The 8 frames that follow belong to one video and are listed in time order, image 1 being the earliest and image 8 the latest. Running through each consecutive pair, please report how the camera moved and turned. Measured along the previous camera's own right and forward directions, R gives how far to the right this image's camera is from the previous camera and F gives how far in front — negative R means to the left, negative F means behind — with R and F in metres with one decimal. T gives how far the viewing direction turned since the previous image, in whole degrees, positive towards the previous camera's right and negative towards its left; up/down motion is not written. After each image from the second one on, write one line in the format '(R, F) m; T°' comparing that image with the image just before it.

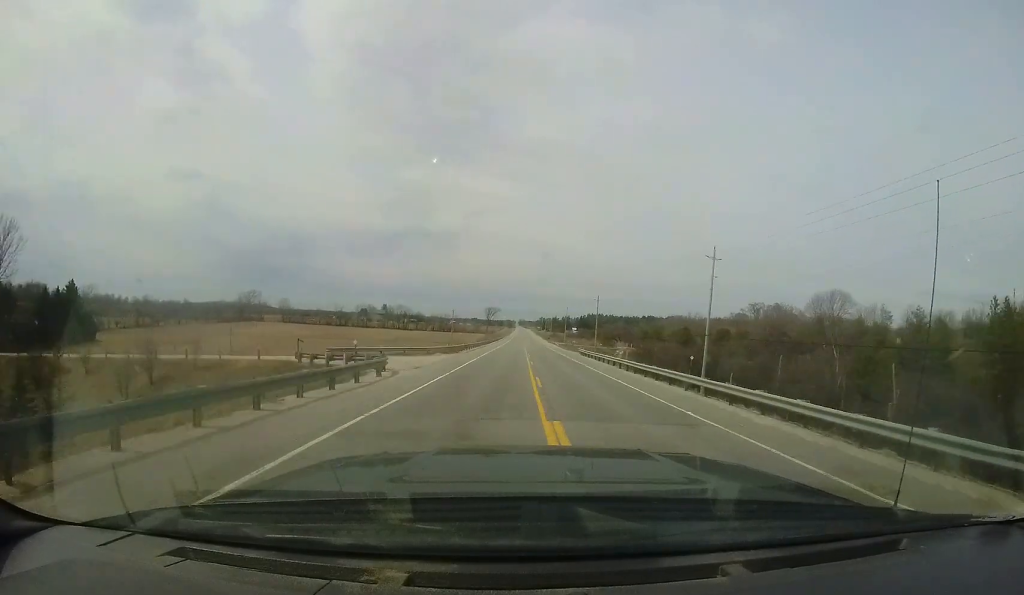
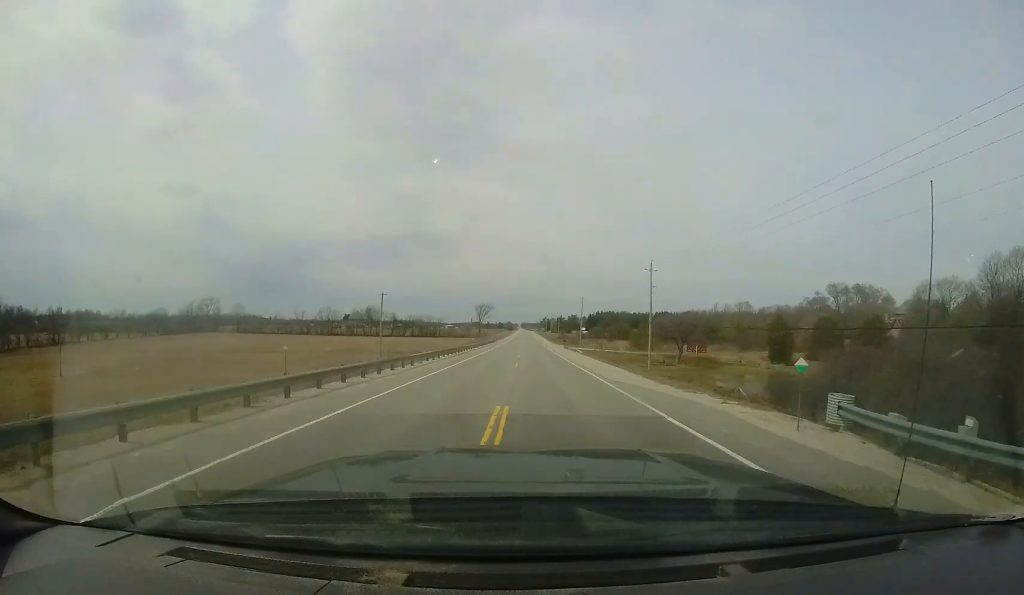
(+0.7, +44.9) m; 0°
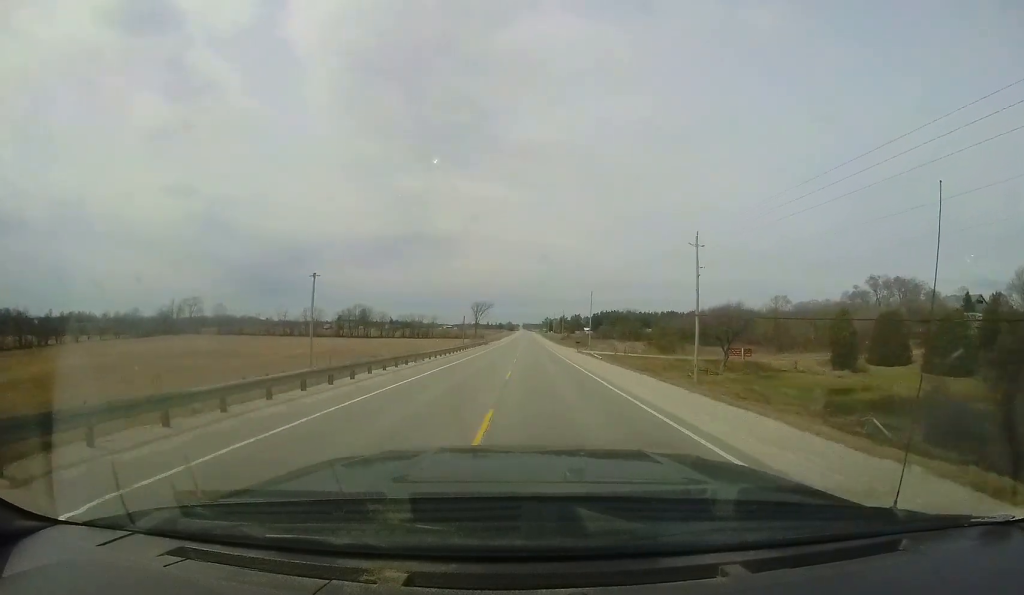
(0.0, +15.9) m; -1°
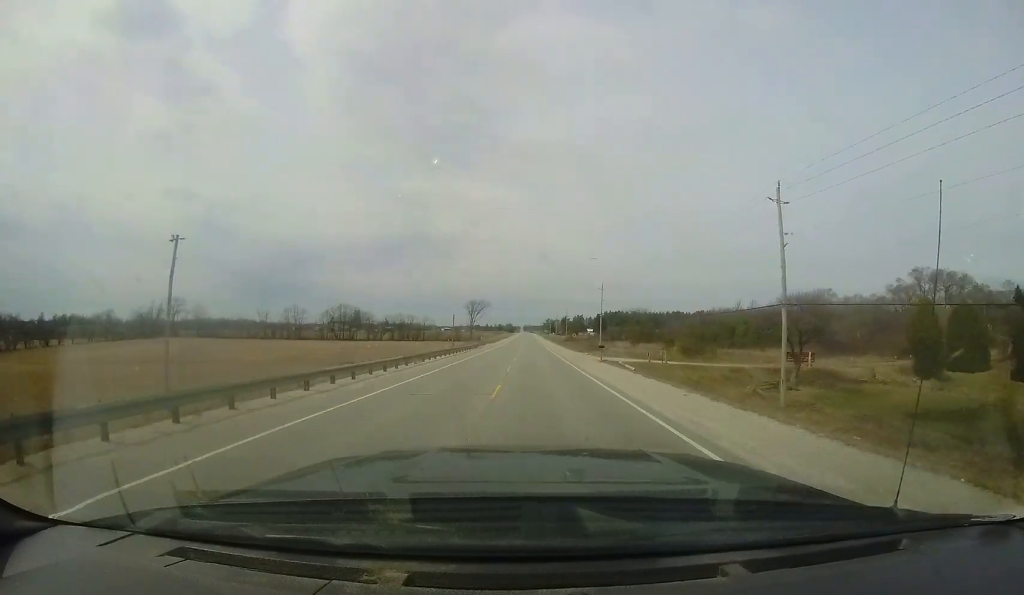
(-0.4, +14.8) m; -1°
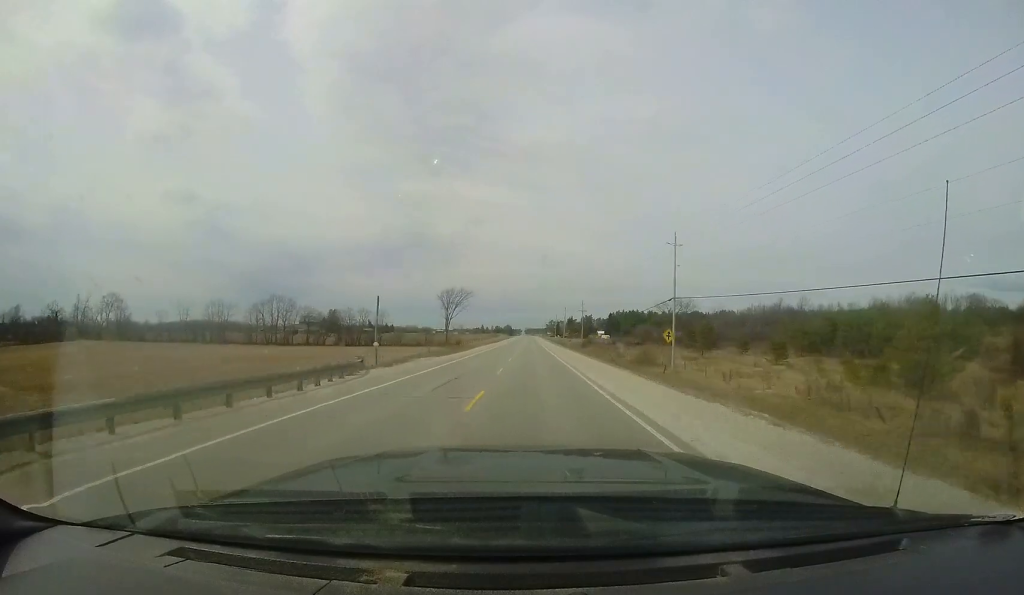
(-0.5, +44.9) m; -1°
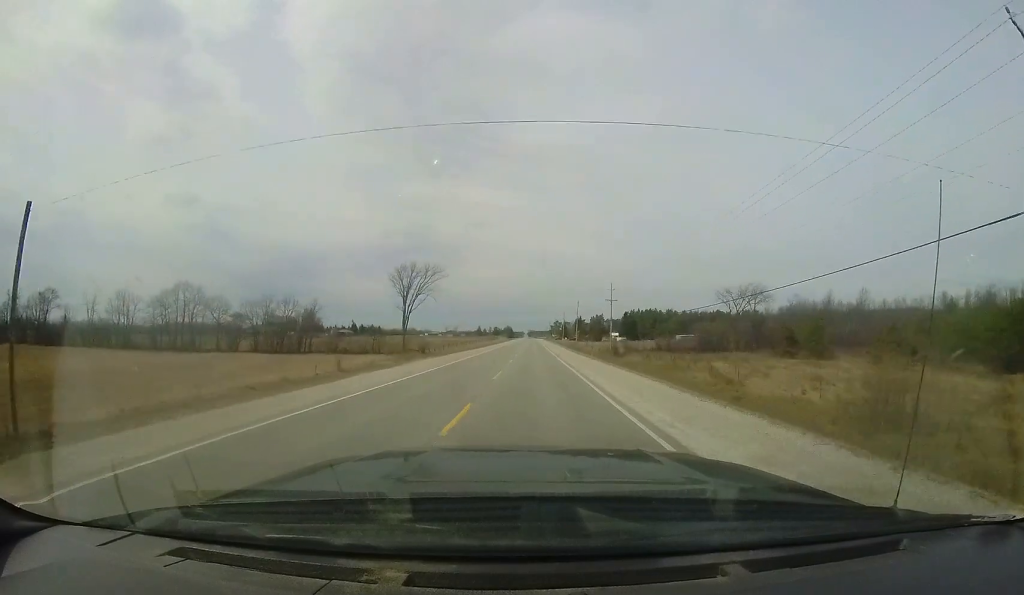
(-0.1, +36.9) m; 0°
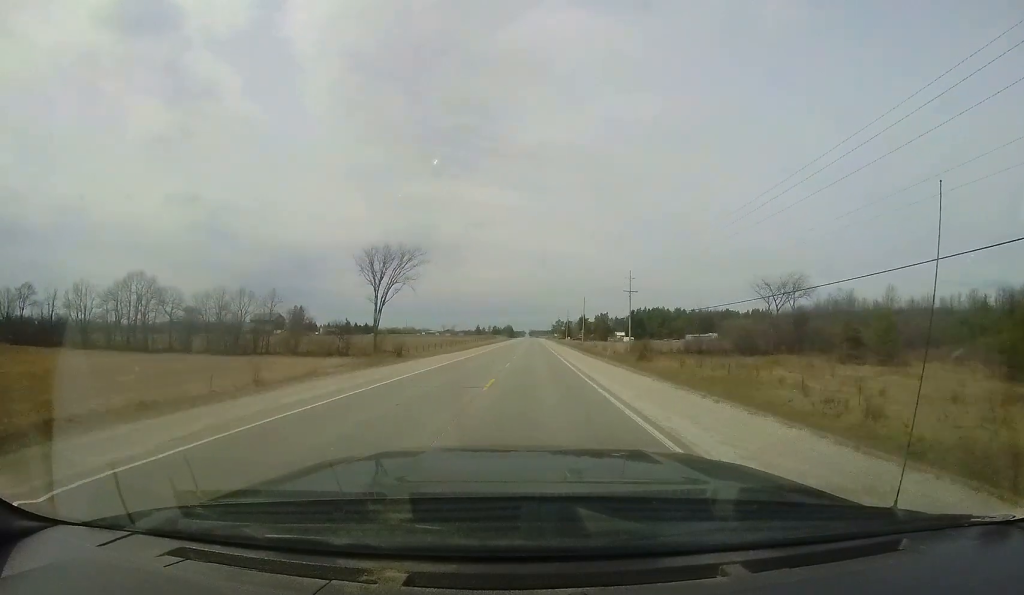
(+0.1, +13.2) m; 0°
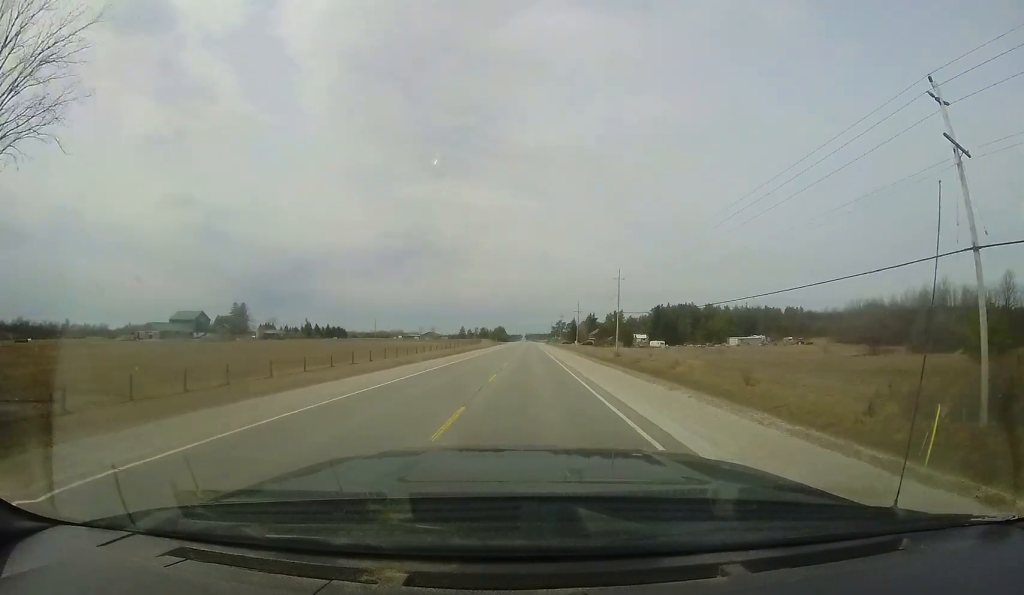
(-0.2, +50.4) m; -1°
